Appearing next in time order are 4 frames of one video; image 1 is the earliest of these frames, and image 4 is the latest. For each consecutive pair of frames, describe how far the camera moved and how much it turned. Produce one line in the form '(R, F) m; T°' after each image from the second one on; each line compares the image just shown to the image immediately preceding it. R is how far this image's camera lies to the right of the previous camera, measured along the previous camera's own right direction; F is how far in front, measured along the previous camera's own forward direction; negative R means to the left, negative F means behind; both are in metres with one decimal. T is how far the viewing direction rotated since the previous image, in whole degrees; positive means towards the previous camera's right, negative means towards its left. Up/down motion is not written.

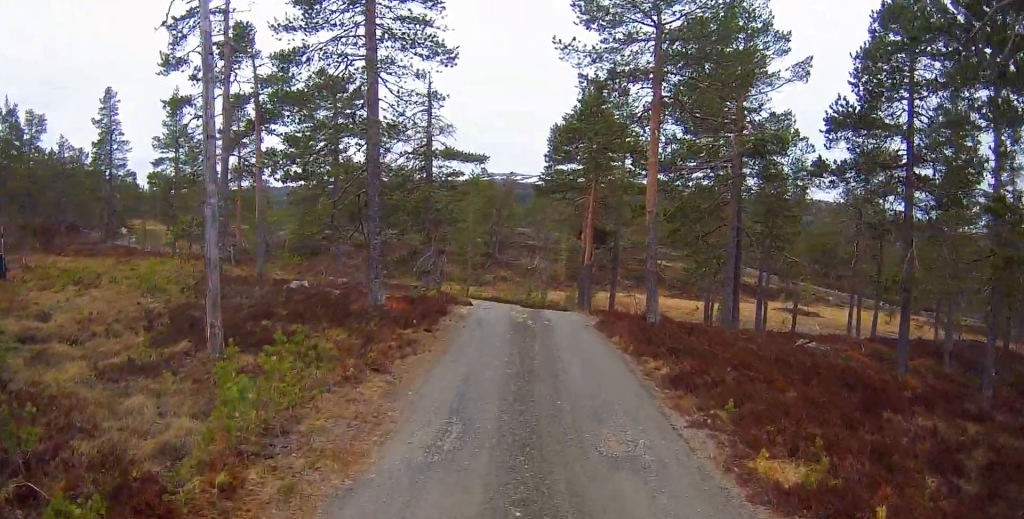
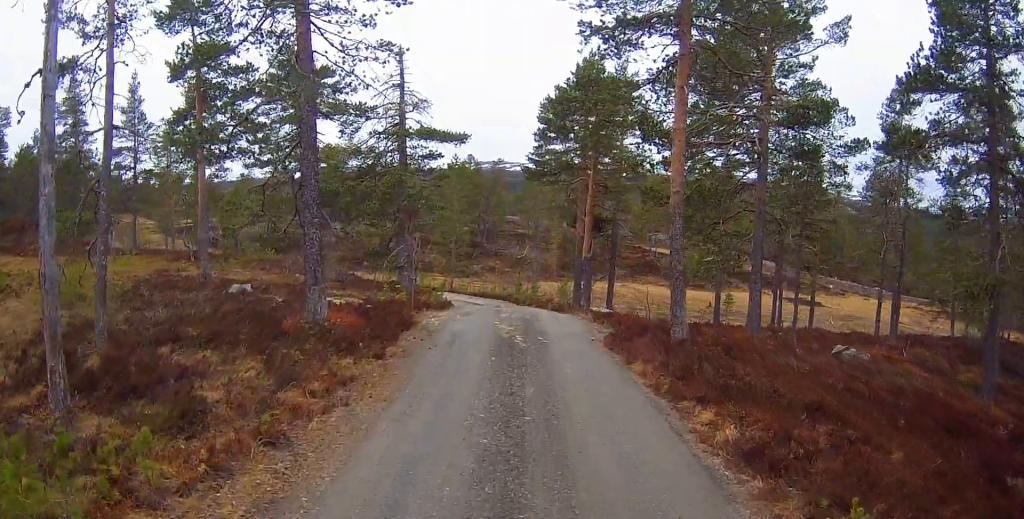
(-0.1, +3.6) m; +2°
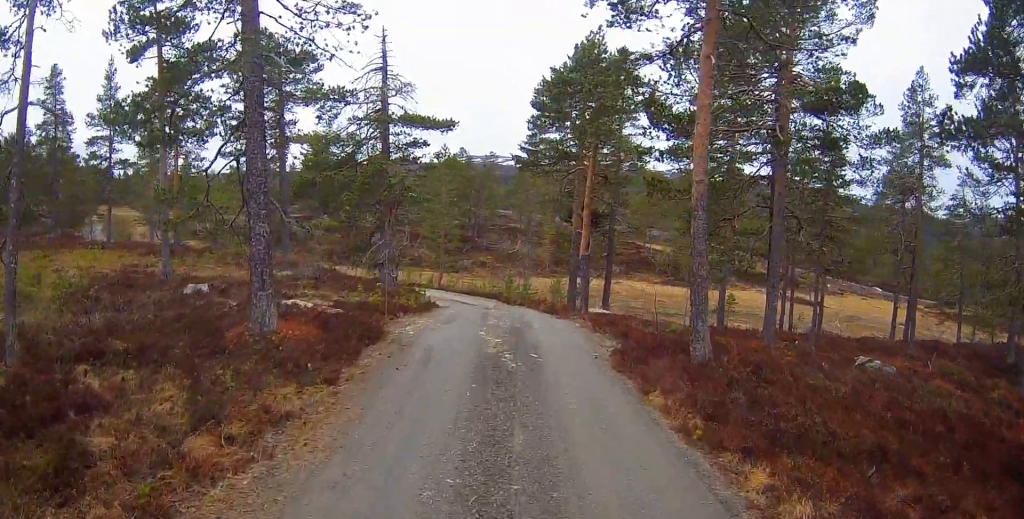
(+0.1, +1.9) m; +3°
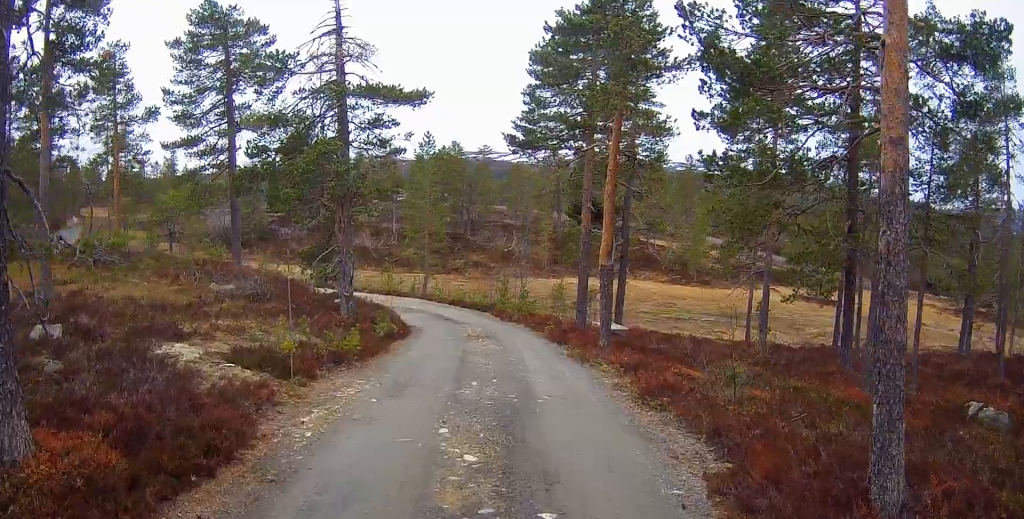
(+0.2, +5.5) m; +3°
